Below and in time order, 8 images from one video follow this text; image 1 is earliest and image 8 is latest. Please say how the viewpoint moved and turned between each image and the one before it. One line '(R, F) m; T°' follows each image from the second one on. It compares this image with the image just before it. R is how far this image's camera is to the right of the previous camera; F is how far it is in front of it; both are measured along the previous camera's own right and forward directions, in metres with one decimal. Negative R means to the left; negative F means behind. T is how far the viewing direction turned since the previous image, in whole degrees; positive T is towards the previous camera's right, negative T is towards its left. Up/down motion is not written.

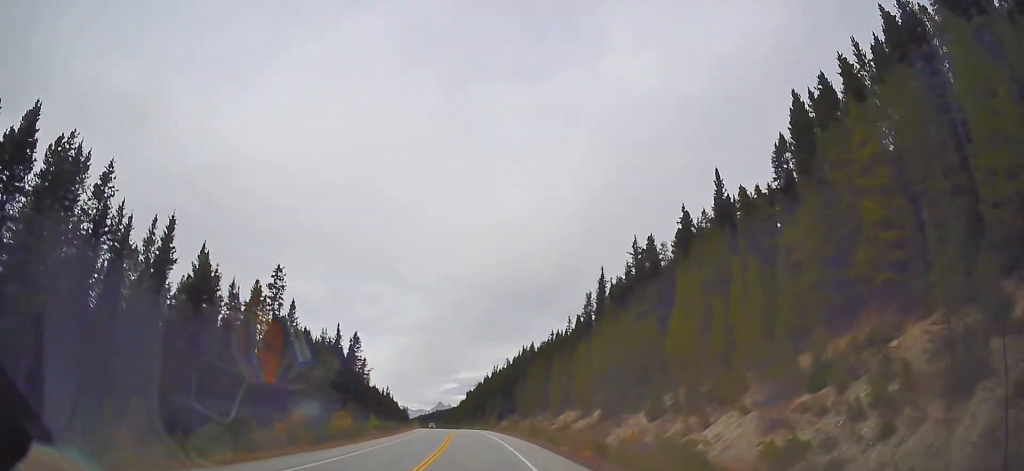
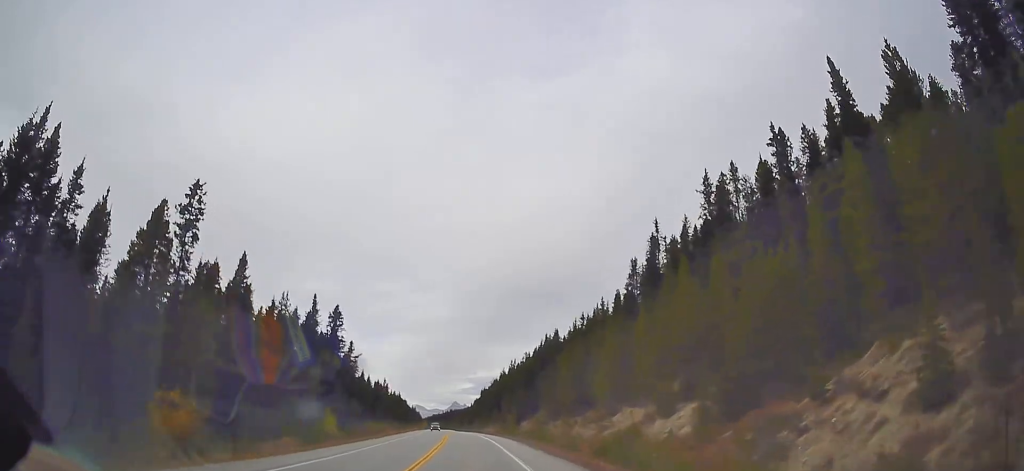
(0.0, +28.1) m; 0°
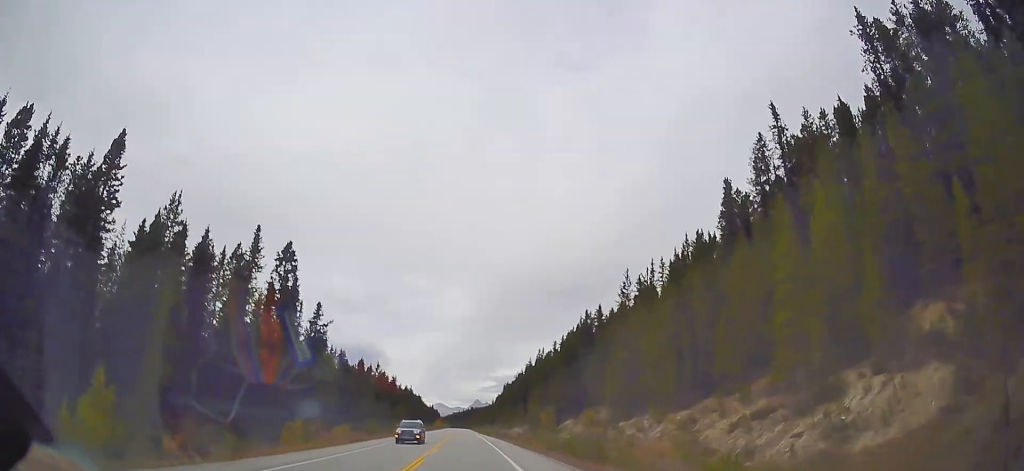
(-0.7, +34.9) m; -3°
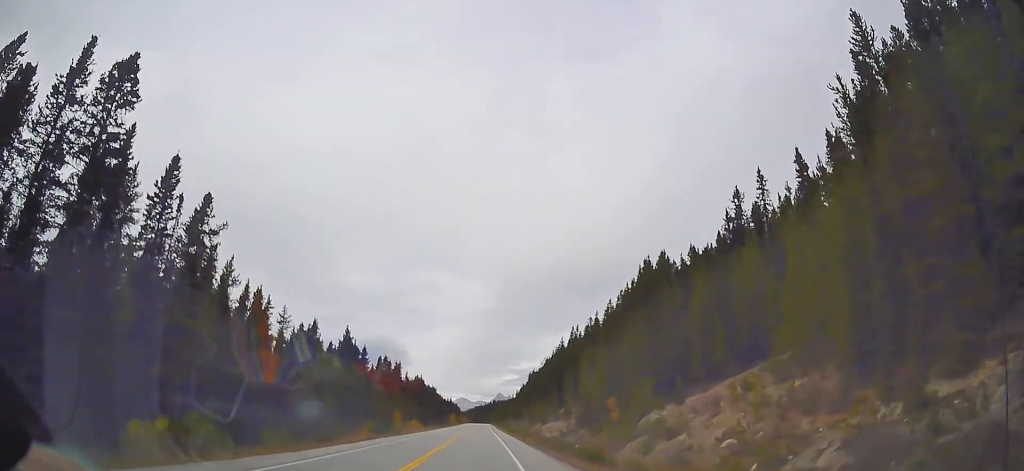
(-1.5, +37.8) m; -2°
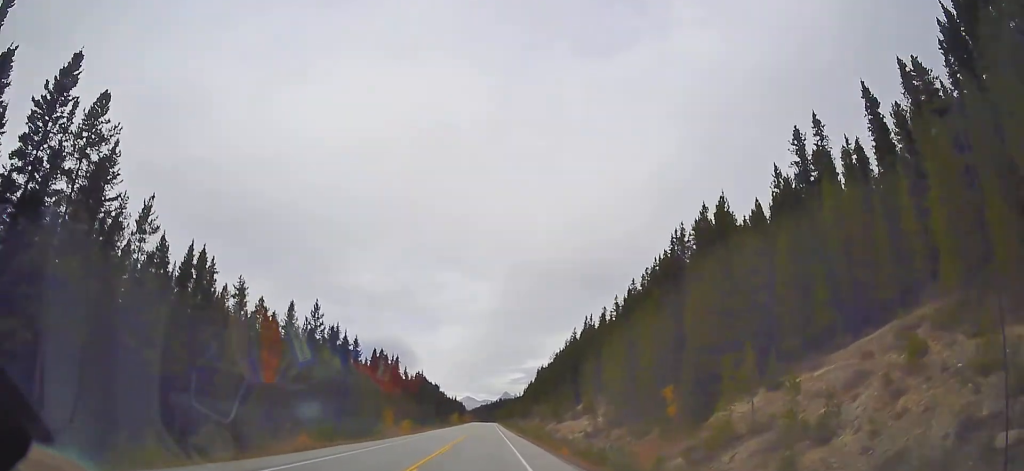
(+0.4, +15.1) m; 0°
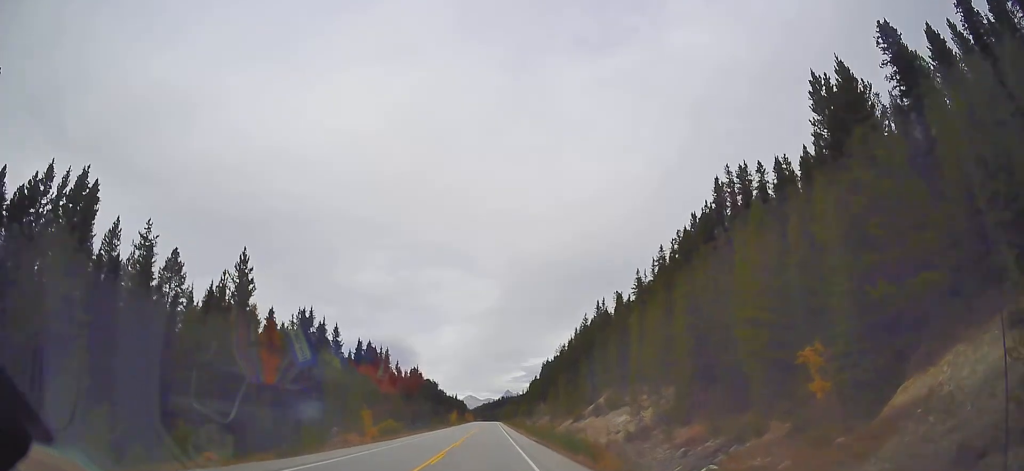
(-0.2, +18.5) m; -1°
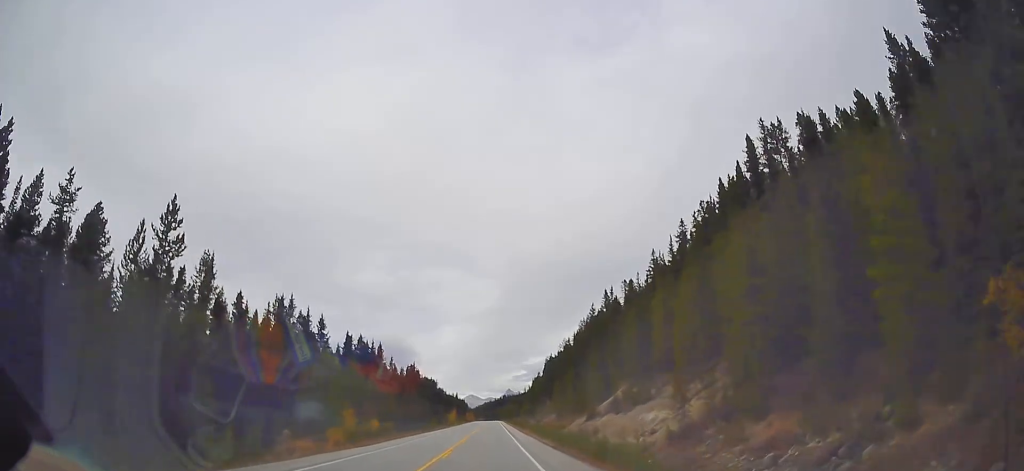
(-0.2, +10.5) m; -1°
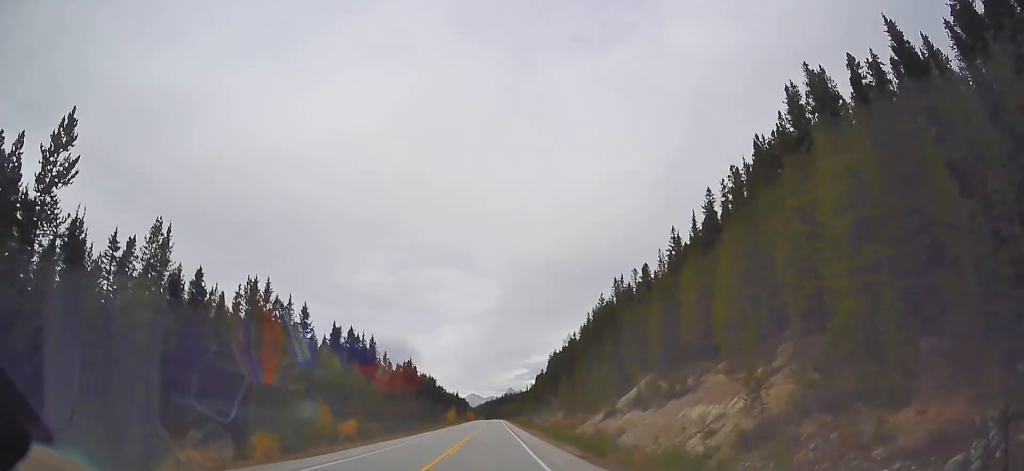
(0.0, +10.5) m; 0°
